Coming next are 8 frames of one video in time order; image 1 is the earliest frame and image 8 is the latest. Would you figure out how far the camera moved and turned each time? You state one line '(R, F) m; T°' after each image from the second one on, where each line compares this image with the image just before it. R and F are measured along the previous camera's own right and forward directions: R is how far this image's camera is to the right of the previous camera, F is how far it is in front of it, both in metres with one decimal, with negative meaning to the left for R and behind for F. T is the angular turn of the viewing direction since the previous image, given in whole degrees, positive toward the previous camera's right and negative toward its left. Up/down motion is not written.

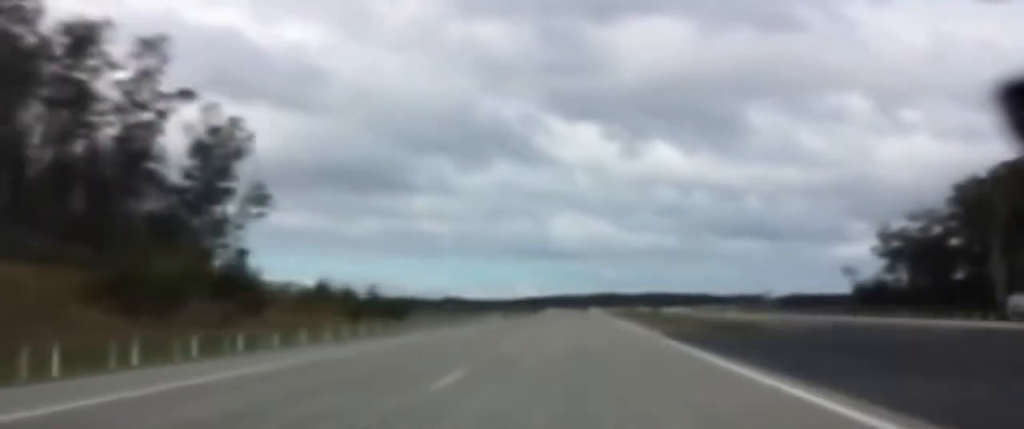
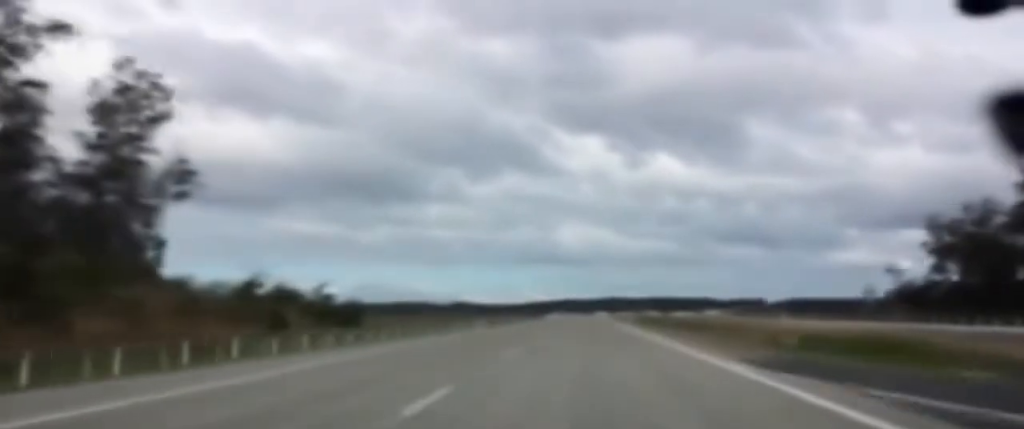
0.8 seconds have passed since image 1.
(-0.1, +25.5) m; 0°
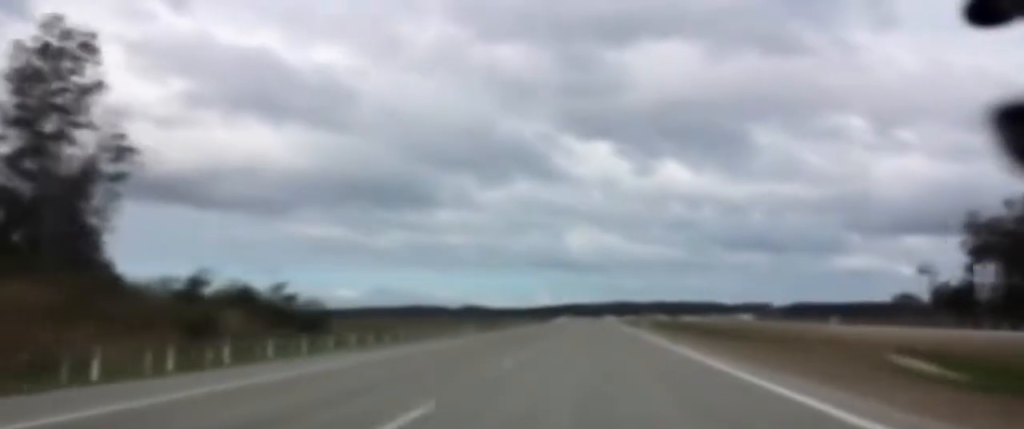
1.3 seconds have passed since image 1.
(0.0, +13.2) m; 0°
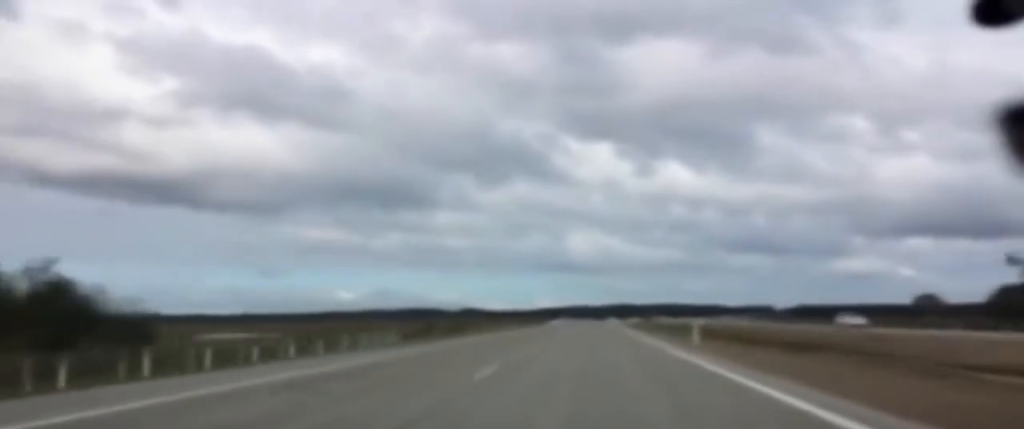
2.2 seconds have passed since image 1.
(0.0, +27.5) m; 0°
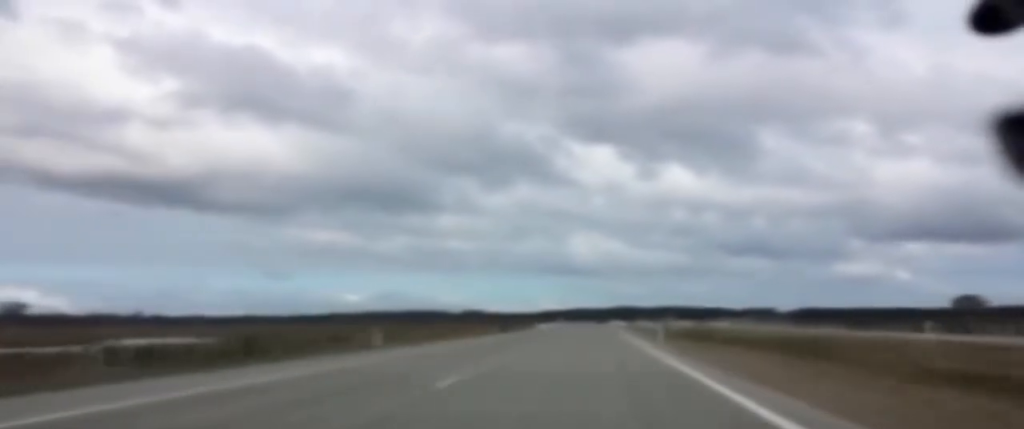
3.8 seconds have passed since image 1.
(+0.2, +49.9) m; 0°
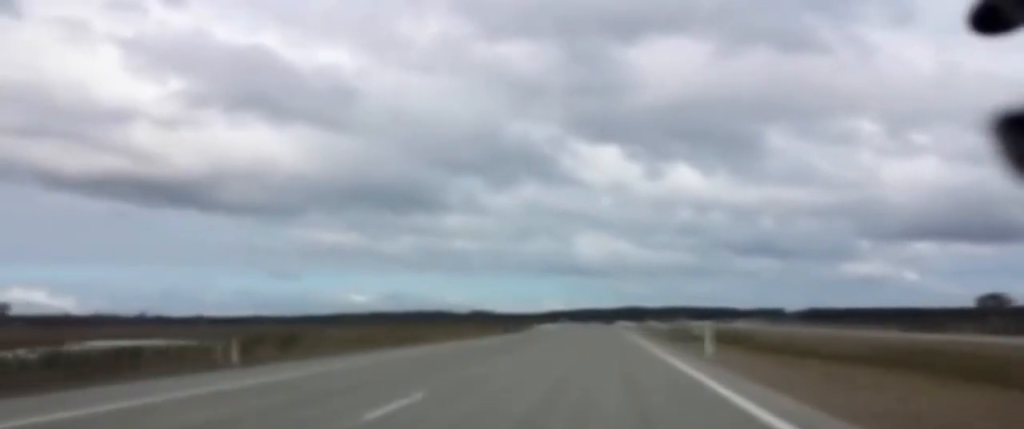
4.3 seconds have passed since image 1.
(0.0, +16.2) m; 0°
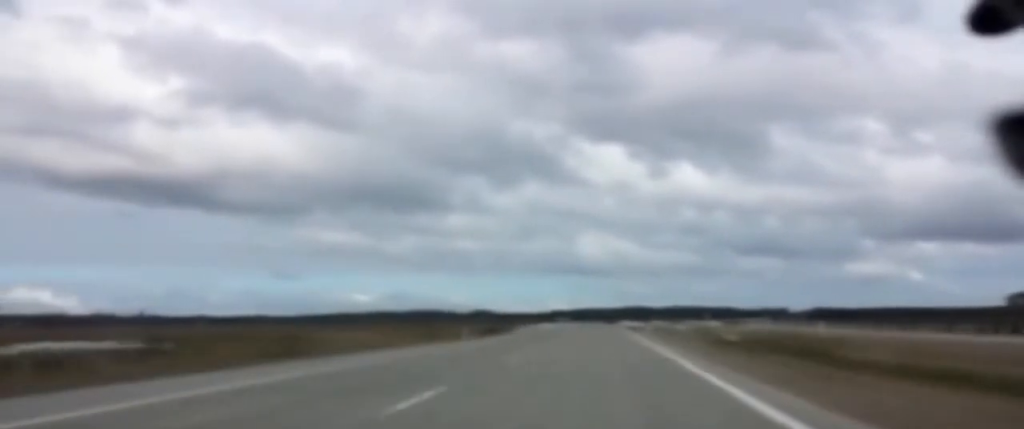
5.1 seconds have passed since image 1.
(0.0, +23.3) m; 0°
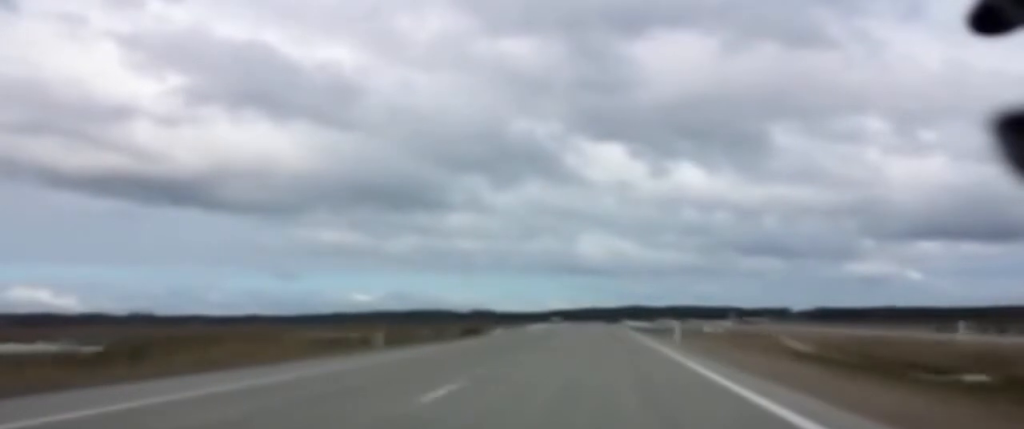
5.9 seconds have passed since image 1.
(0.0, +23.3) m; 0°
